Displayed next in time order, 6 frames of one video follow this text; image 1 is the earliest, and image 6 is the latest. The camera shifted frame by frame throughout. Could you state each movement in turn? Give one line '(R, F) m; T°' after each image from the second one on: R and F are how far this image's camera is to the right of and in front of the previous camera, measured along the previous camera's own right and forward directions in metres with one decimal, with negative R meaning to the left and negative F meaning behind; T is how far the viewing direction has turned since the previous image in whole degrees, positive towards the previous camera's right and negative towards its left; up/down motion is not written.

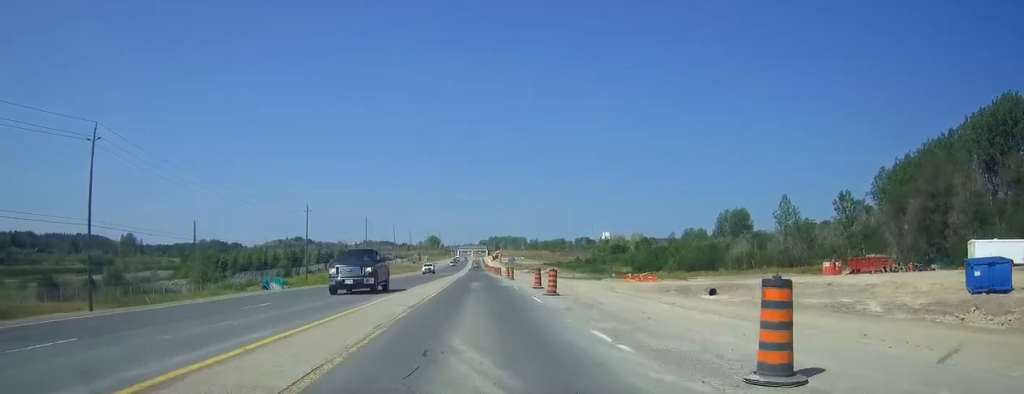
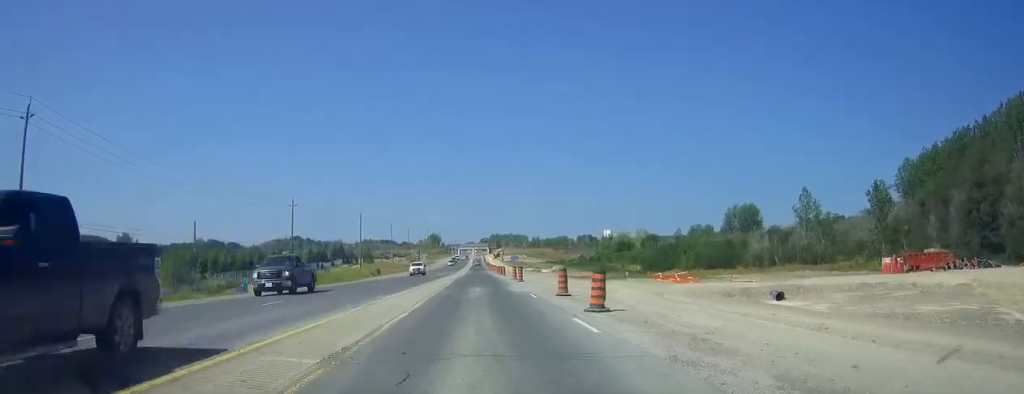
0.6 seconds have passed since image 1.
(+0.1, +10.2) m; 0°
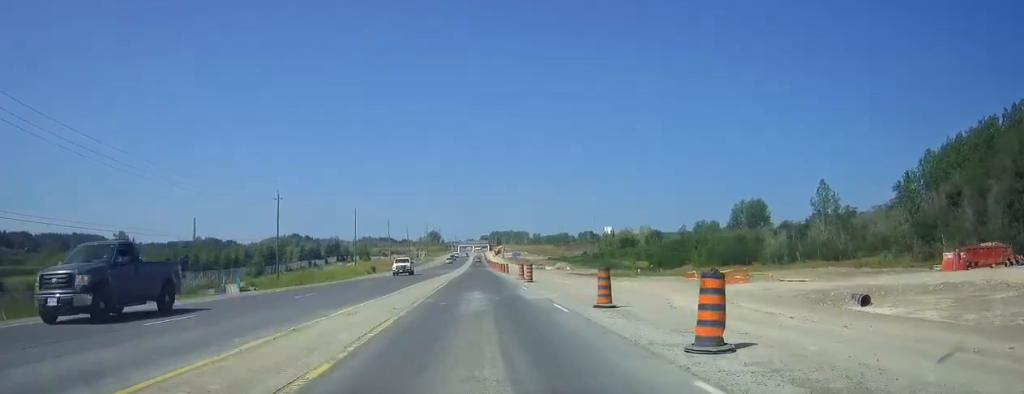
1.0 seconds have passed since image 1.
(0.0, +8.3) m; 0°
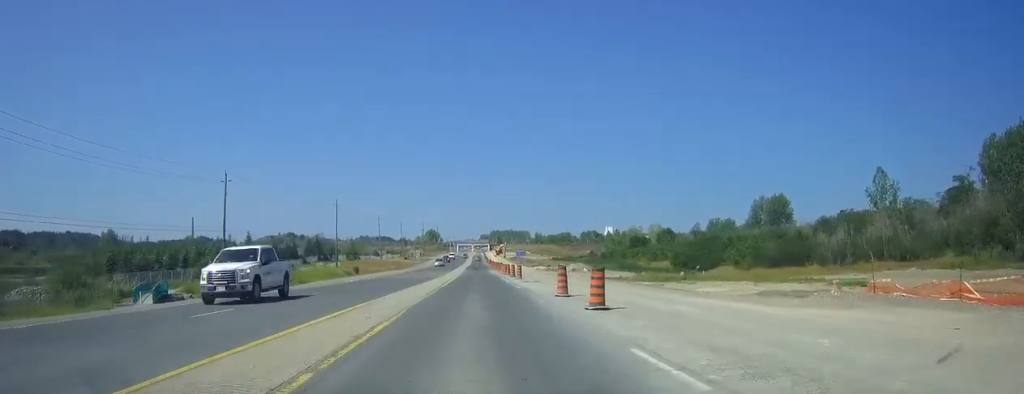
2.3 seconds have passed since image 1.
(0.0, +22.6) m; 0°
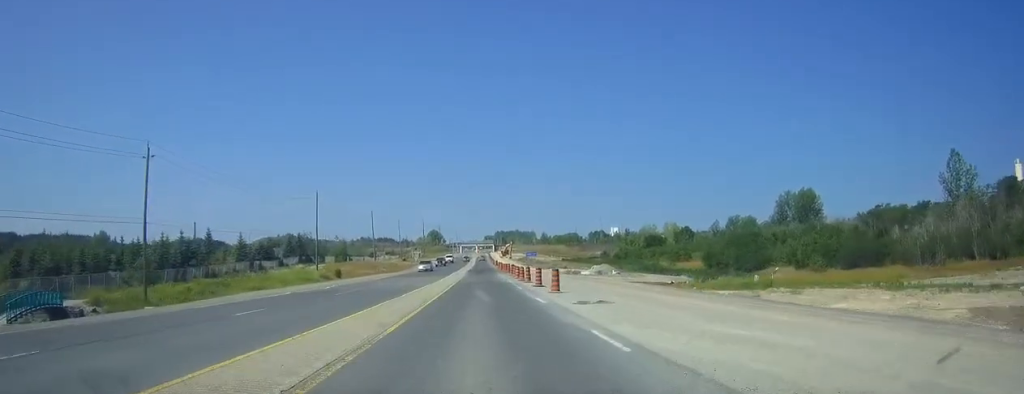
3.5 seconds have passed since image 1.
(0.0, +21.9) m; 0°
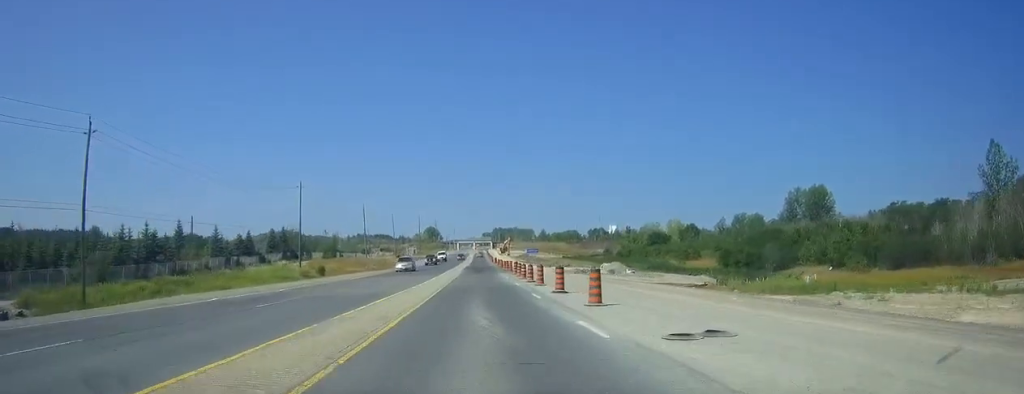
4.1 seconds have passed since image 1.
(0.0, +10.7) m; 0°
